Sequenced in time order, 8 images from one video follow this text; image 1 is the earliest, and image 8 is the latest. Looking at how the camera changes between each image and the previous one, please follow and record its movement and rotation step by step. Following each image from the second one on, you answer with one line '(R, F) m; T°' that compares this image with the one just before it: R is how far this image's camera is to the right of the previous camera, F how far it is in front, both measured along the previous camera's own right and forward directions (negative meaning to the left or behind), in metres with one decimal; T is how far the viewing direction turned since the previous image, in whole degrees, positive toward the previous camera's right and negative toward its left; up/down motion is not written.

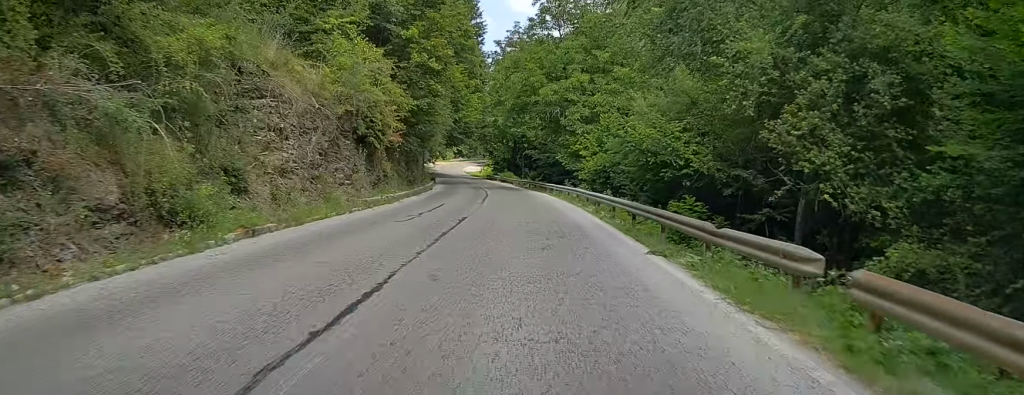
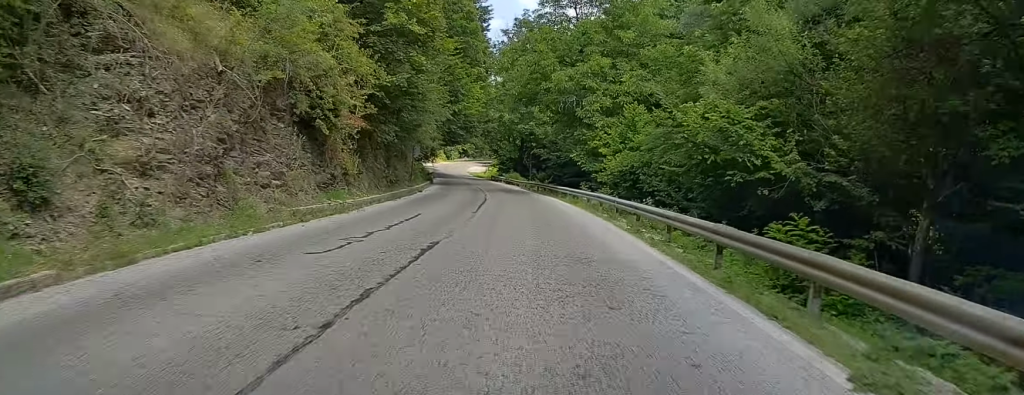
(-0.1, +8.0) m; -1°
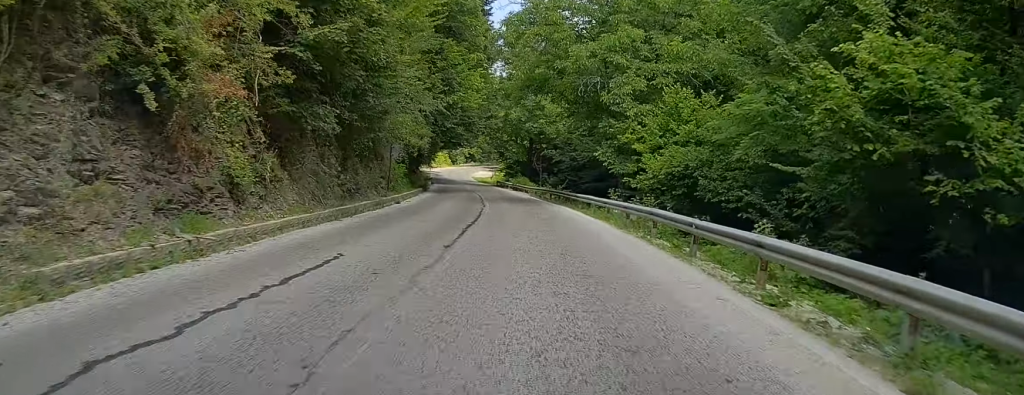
(+0.1, +9.6) m; 0°
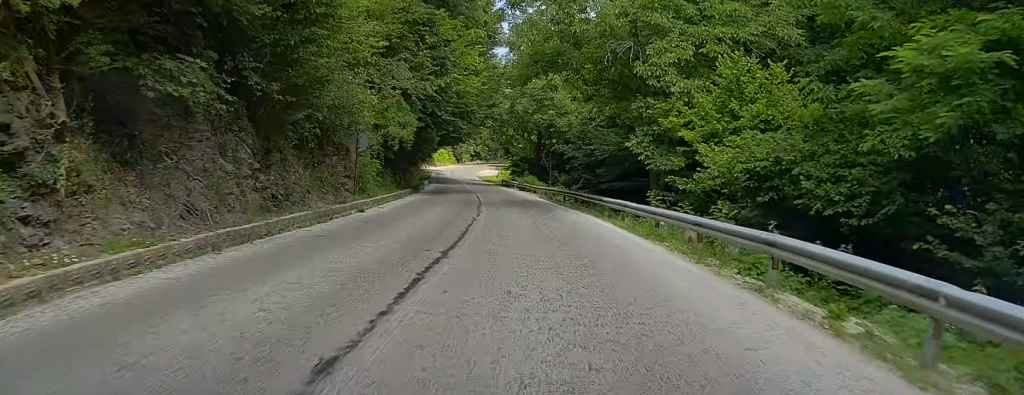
(0.0, +8.0) m; -1°
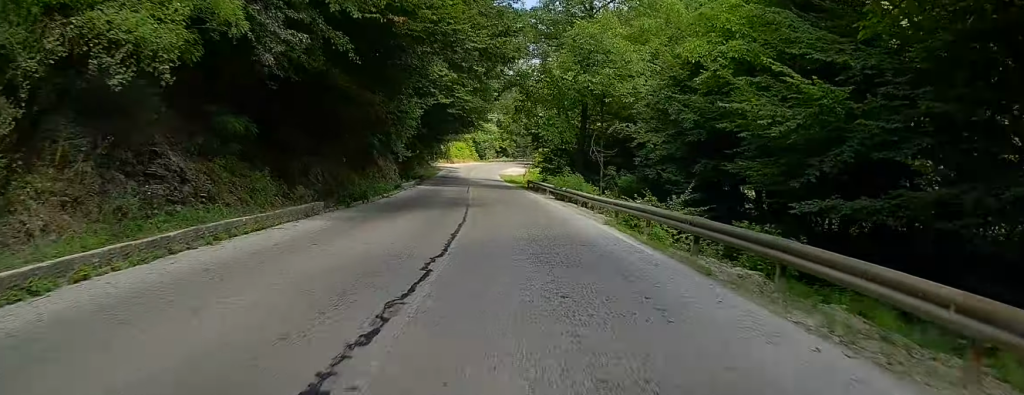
(-0.6, +23.7) m; -3°
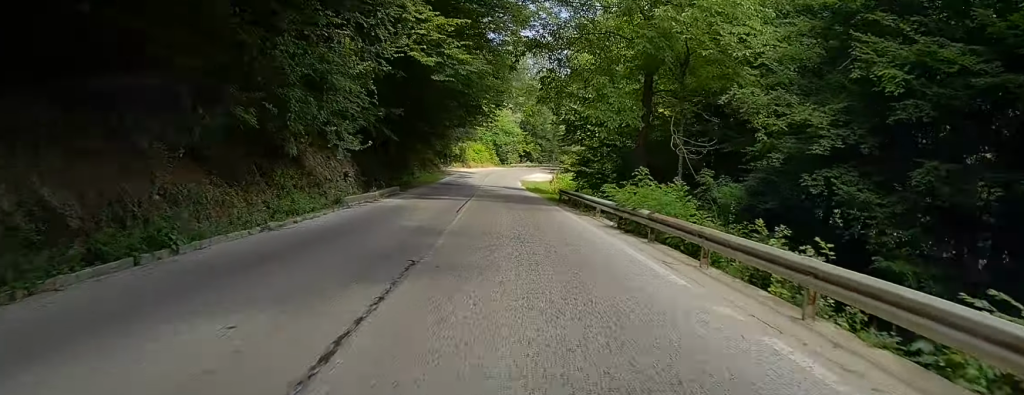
(-0.3, +16.6) m; 0°
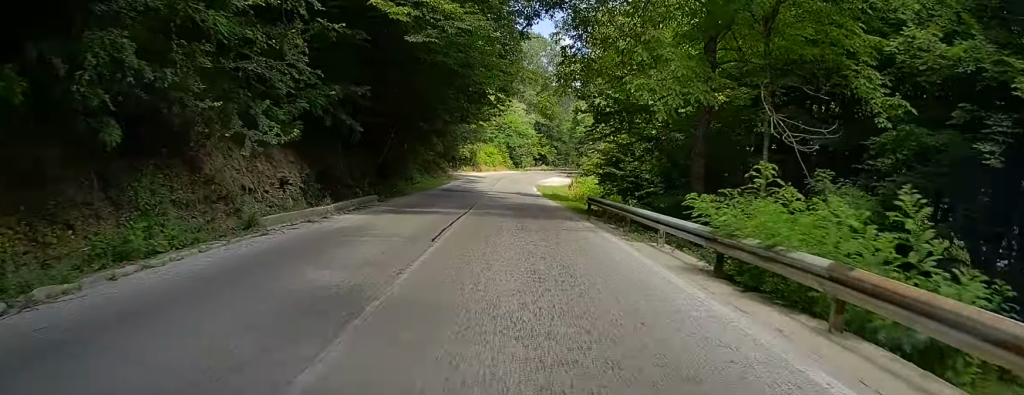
(+0.1, +8.3) m; 0°
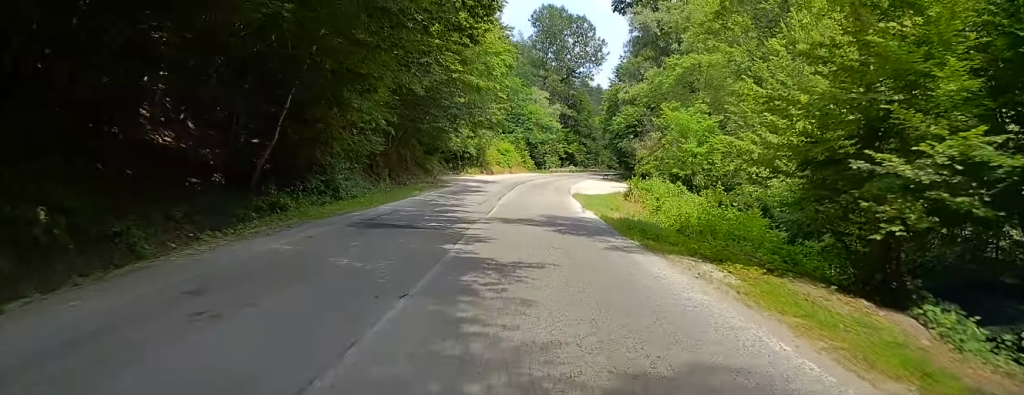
(+0.1, +27.7) m; 0°
